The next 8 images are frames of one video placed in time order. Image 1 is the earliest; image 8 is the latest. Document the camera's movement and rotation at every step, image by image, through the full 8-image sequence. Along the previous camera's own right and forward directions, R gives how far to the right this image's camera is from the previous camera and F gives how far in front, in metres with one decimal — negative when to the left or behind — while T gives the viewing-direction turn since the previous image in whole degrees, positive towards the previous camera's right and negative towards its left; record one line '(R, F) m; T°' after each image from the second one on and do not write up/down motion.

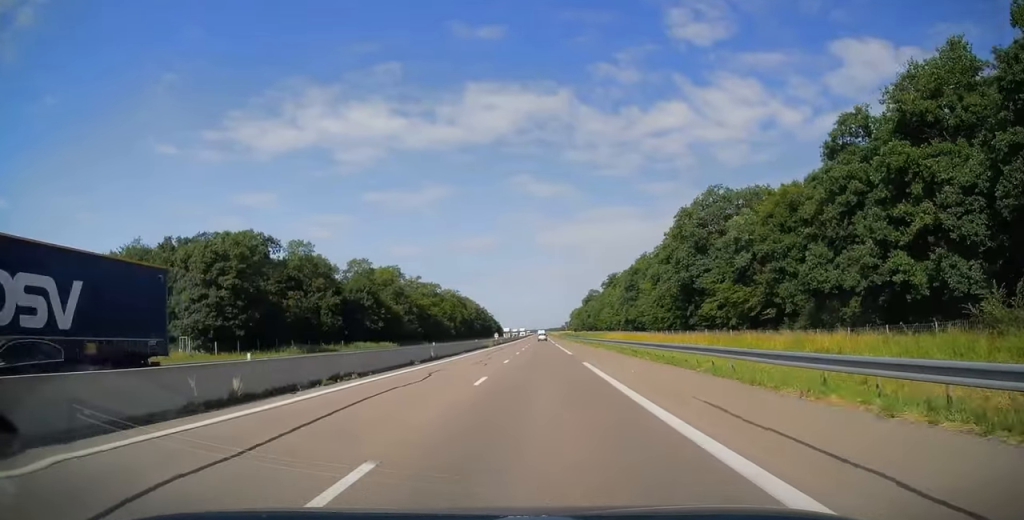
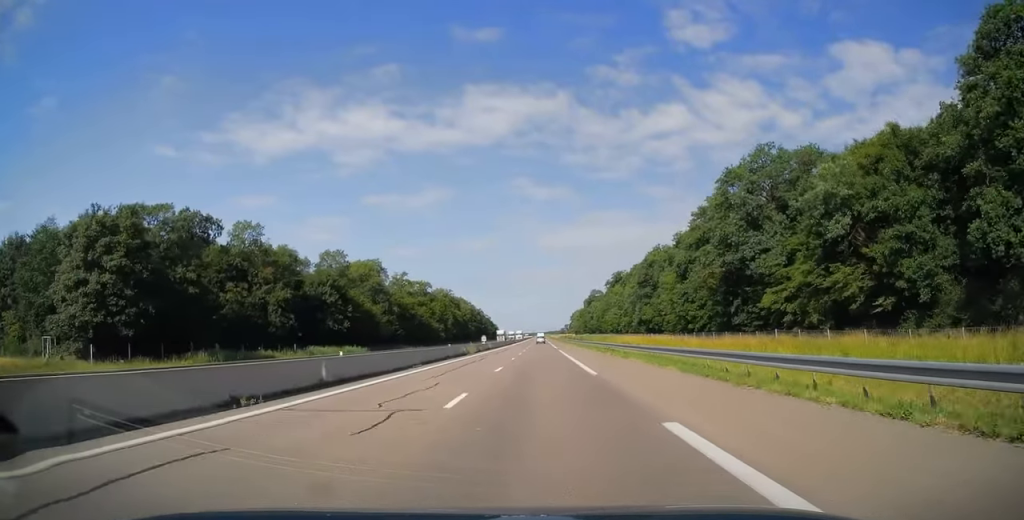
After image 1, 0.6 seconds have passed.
(-0.3, +17.7) m; 0°
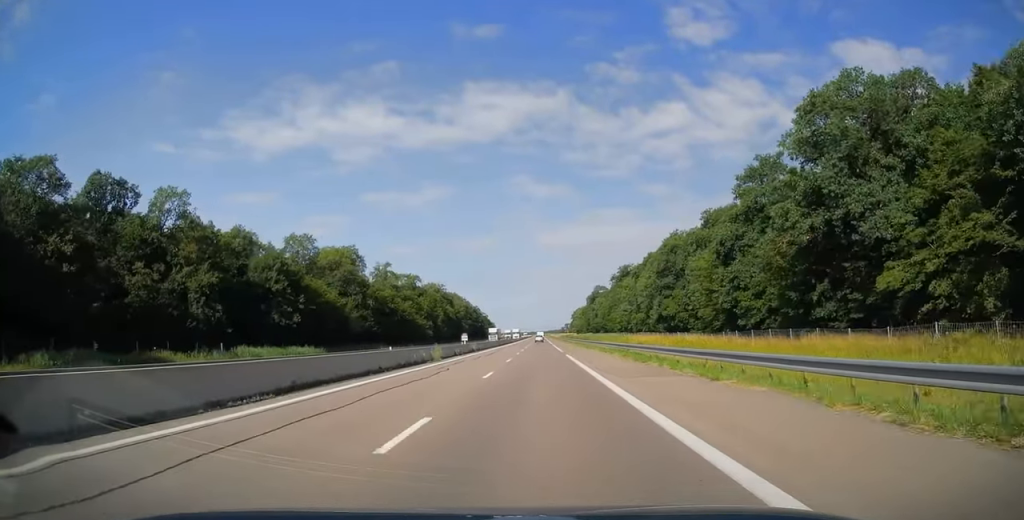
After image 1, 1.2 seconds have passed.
(0.0, +17.7) m; 0°
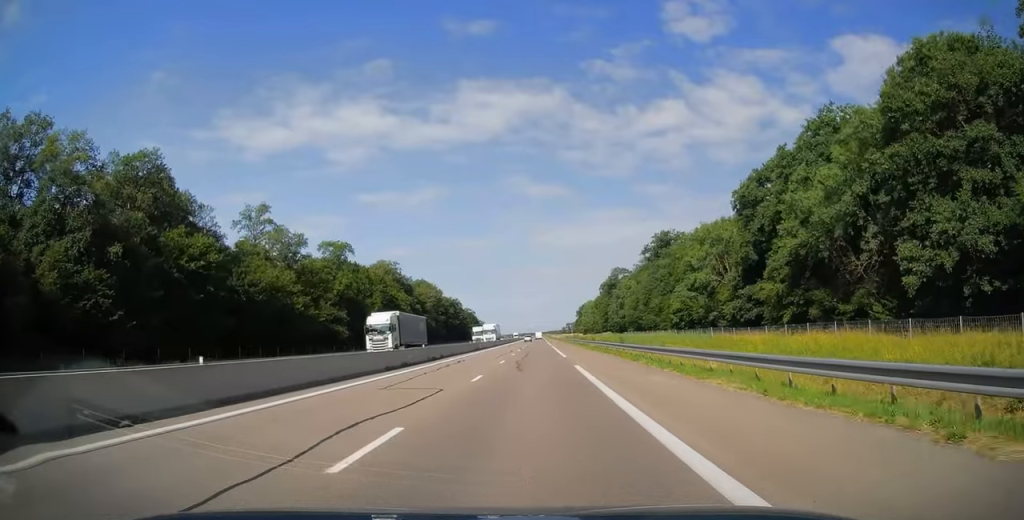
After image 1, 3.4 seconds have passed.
(+0.3, +65.5) m; 0°
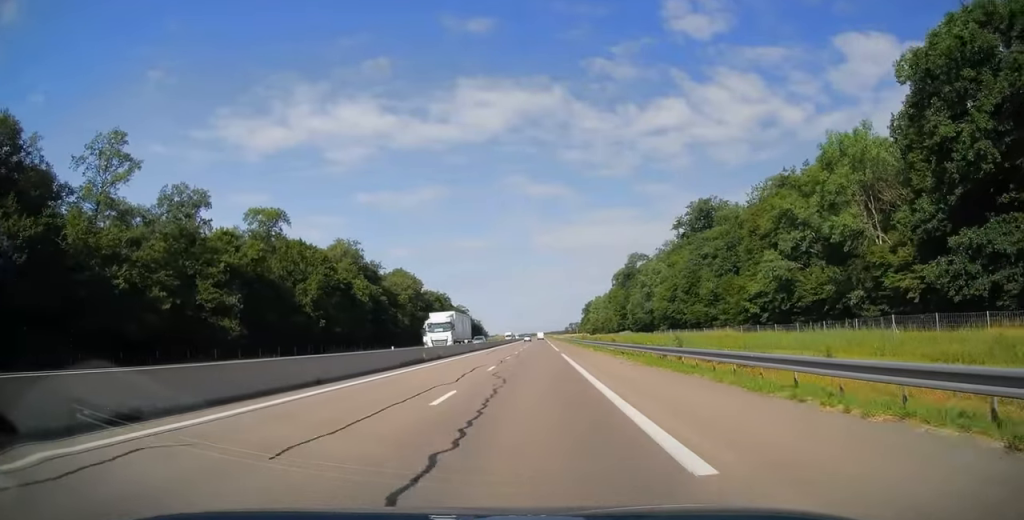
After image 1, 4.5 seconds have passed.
(0.0, +32.2) m; 0°
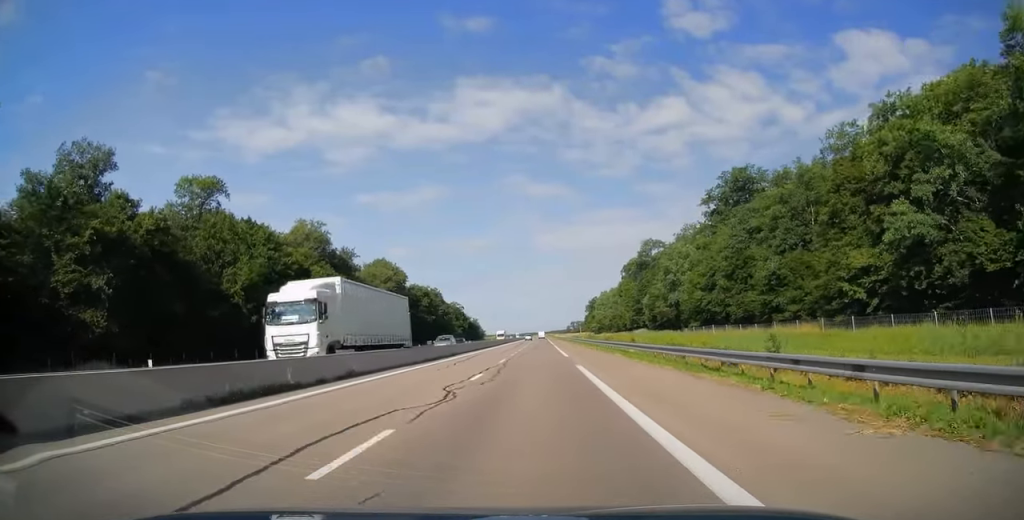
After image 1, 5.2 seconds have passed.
(+0.1, +19.0) m; 0°
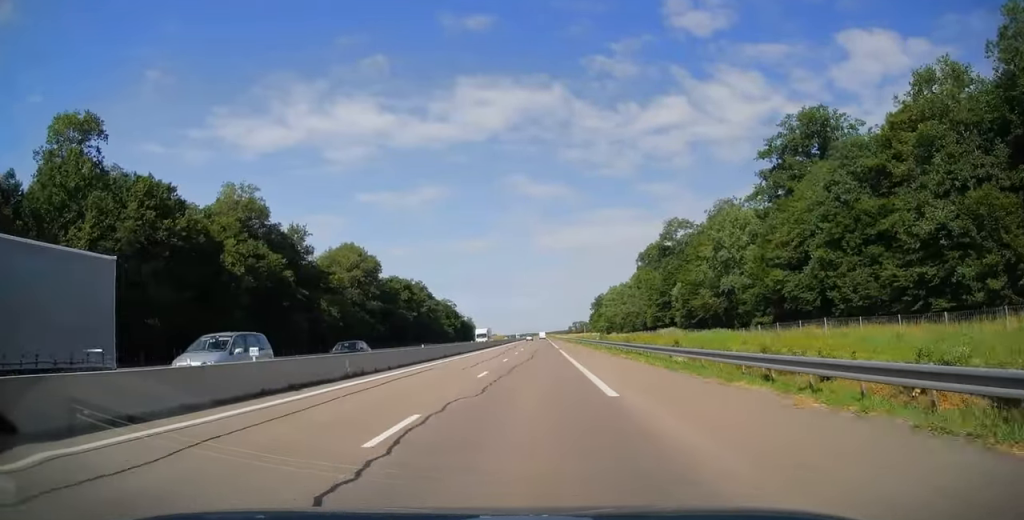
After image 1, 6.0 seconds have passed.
(-0.3, +23.9) m; 0°
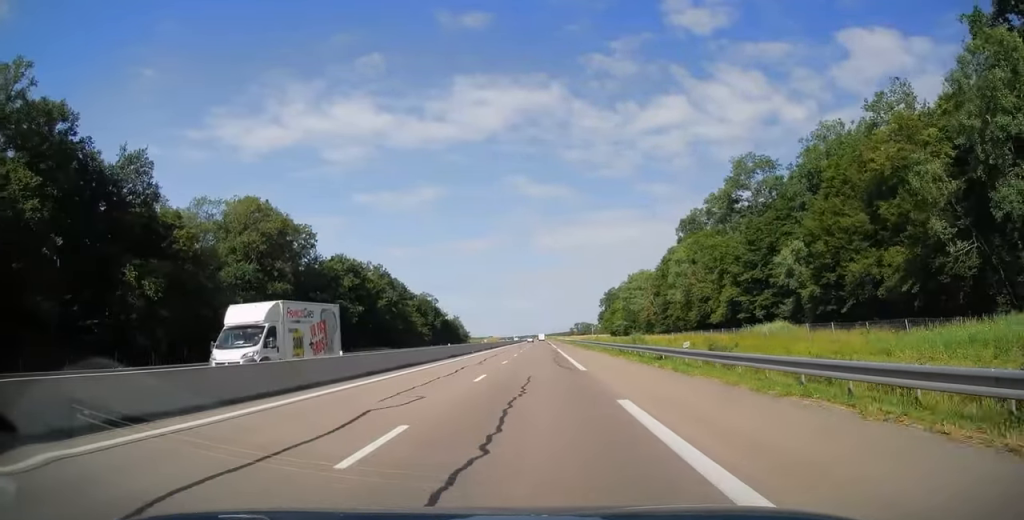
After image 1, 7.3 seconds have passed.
(+0.2, +39.5) m; 0°
